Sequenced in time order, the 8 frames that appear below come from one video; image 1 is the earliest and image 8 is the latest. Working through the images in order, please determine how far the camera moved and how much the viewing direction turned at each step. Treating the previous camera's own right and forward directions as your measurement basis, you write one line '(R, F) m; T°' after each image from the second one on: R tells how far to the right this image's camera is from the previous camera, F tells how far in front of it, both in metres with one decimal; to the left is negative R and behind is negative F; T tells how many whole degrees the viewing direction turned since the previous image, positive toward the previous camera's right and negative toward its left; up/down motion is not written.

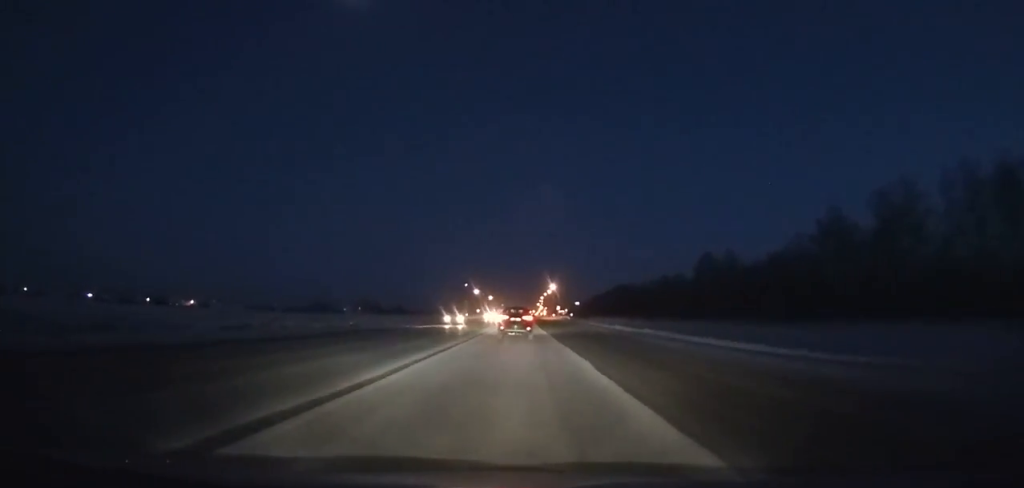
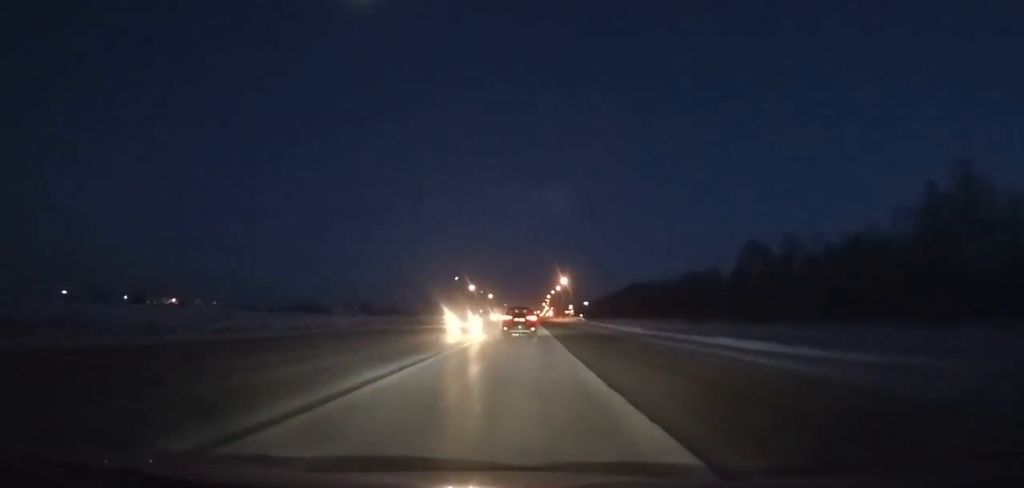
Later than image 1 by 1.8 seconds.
(0.0, +34.1) m; 0°
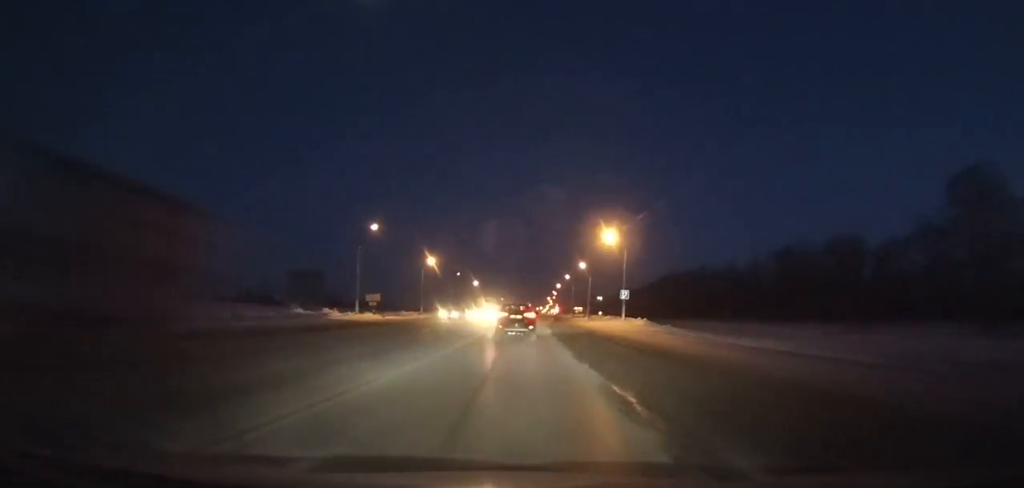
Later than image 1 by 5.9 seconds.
(-0.2, +76.6) m; 0°
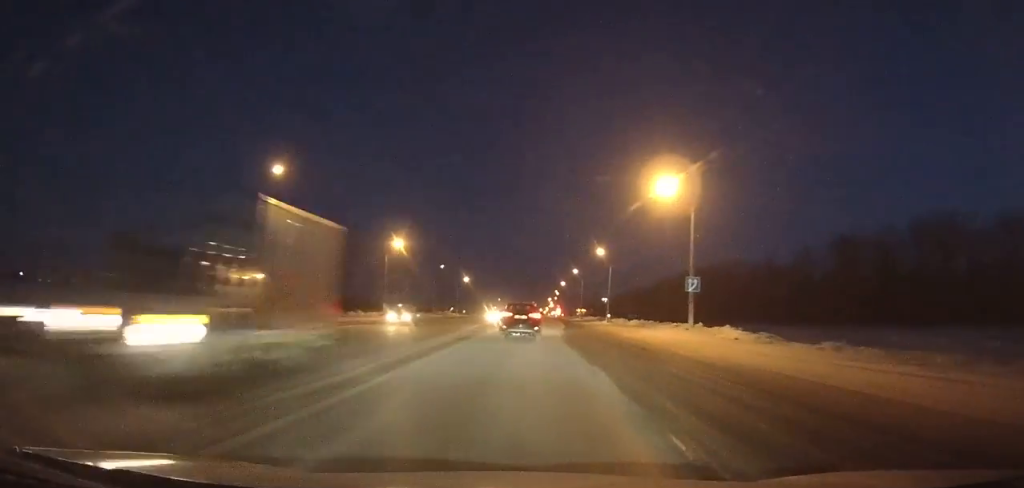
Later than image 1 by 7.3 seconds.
(+0.1, +25.3) m; 0°
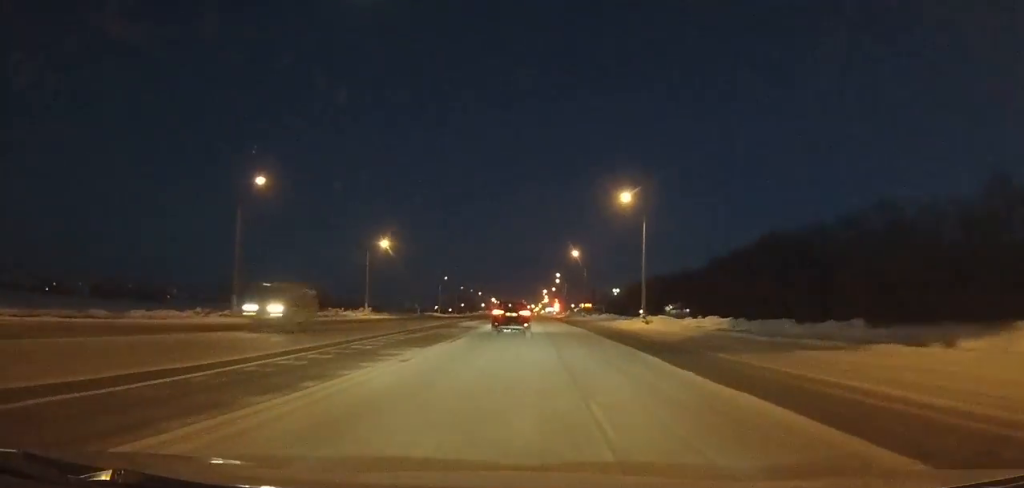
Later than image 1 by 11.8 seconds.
(+0.6, +78.5) m; 0°
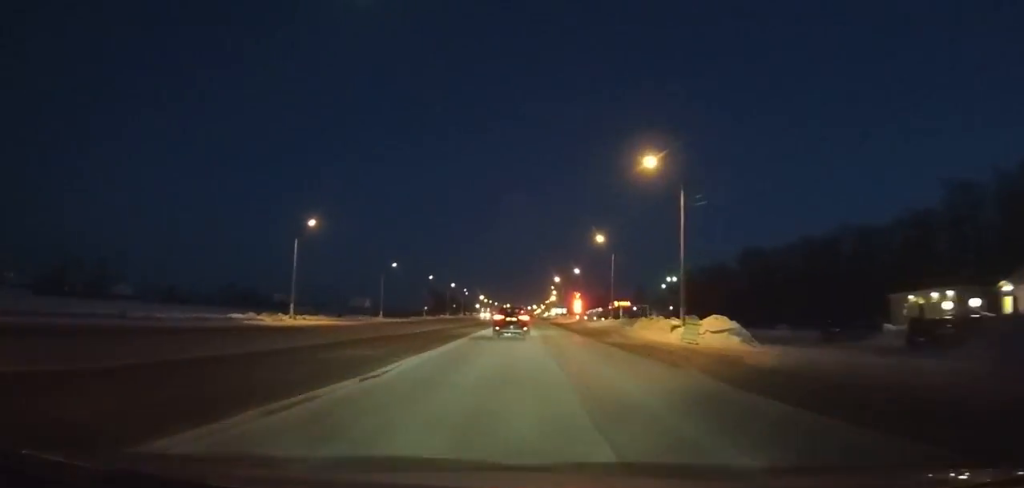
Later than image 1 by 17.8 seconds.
(+0.1, +99.9) m; 0°
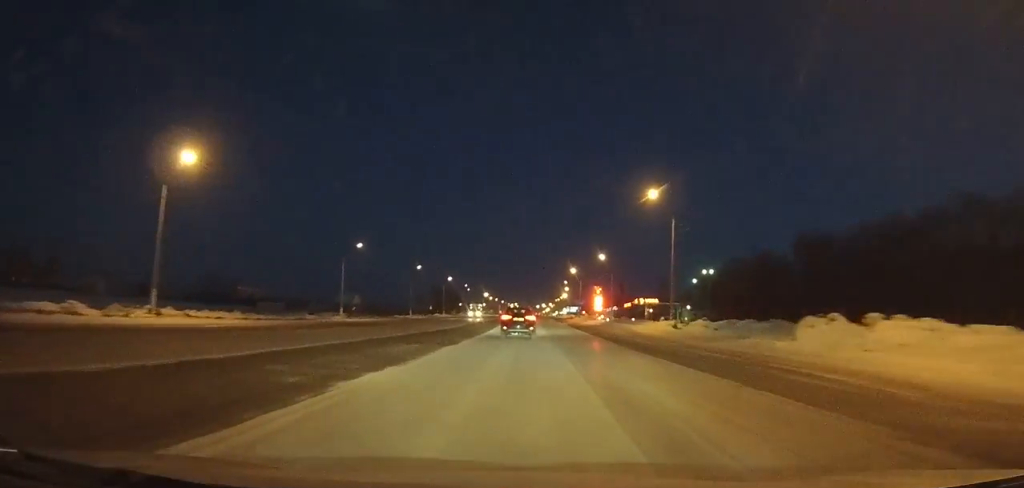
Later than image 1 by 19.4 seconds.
(-0.2, +26.4) m; 0°
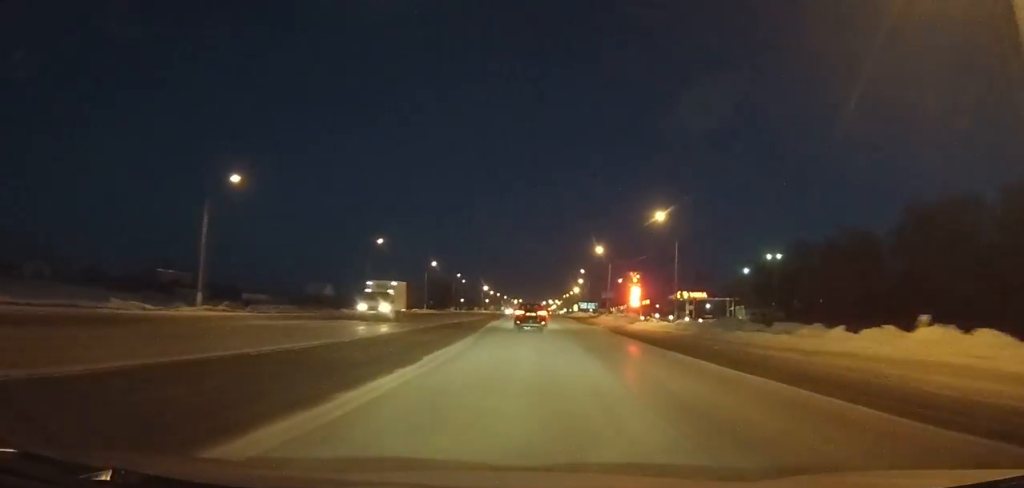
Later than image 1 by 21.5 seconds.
(-0.3, +34.7) m; 0°
